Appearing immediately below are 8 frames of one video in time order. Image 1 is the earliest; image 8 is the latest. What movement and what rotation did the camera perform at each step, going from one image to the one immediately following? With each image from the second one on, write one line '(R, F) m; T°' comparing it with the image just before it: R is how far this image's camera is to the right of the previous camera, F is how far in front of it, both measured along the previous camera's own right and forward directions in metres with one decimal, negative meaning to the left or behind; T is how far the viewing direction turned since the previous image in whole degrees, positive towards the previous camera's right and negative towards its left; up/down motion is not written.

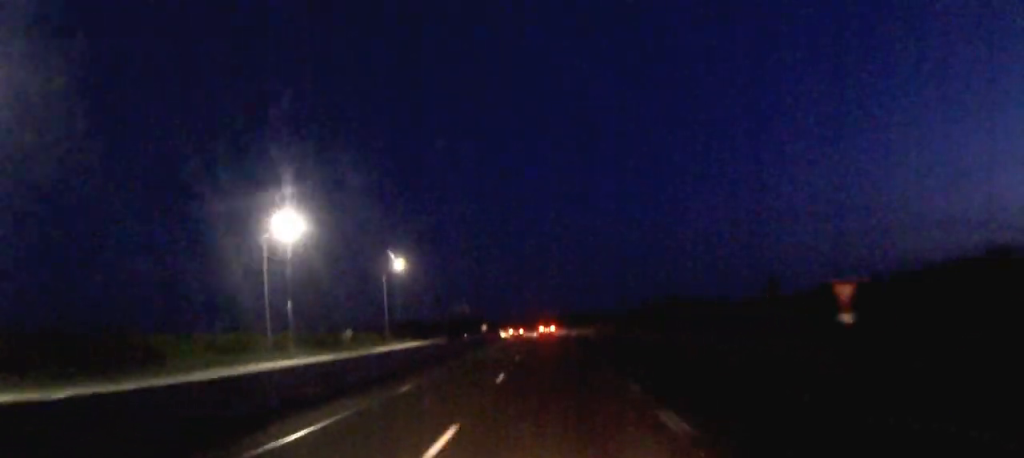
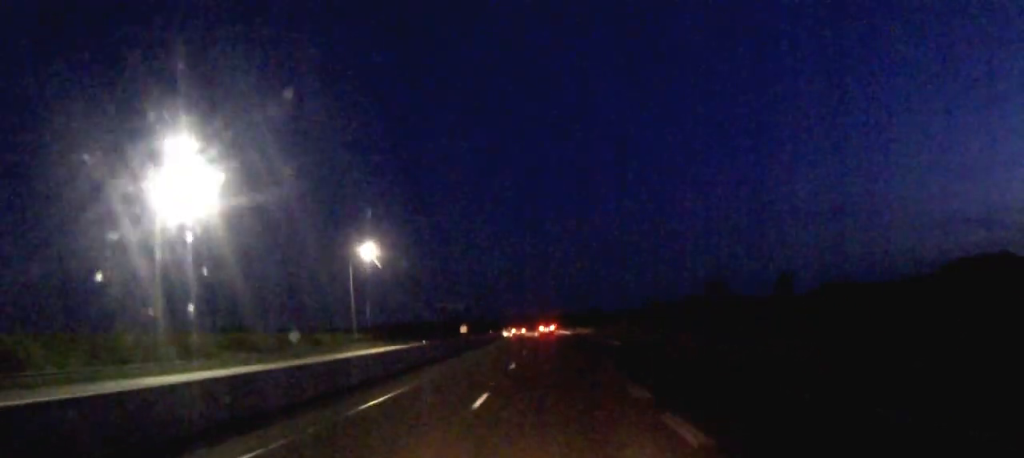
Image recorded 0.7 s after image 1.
(0.0, +20.5) m; 0°
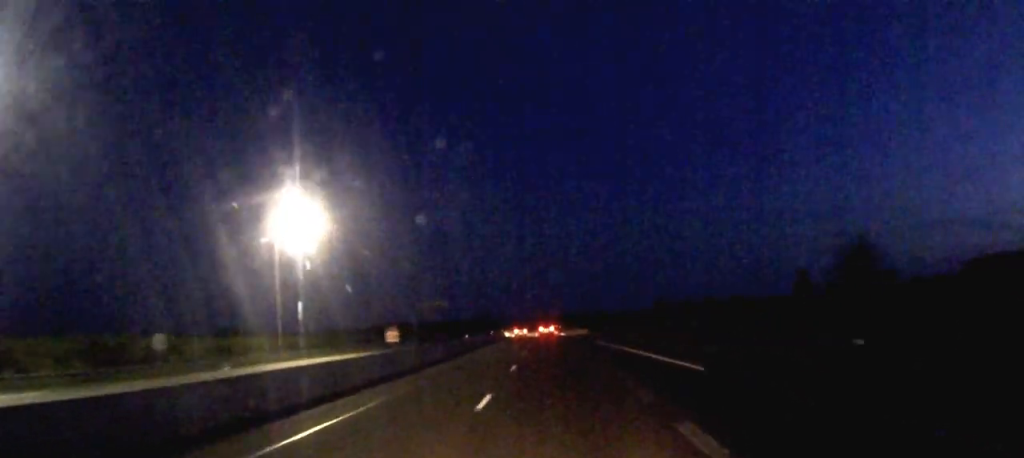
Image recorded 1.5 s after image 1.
(0.0, +27.0) m; 0°
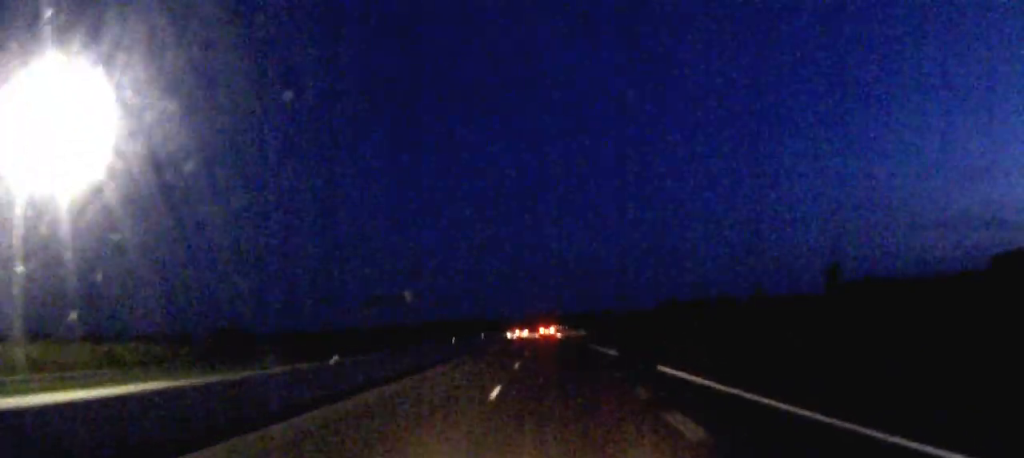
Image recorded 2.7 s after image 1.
(-0.2, +37.1) m; 0°
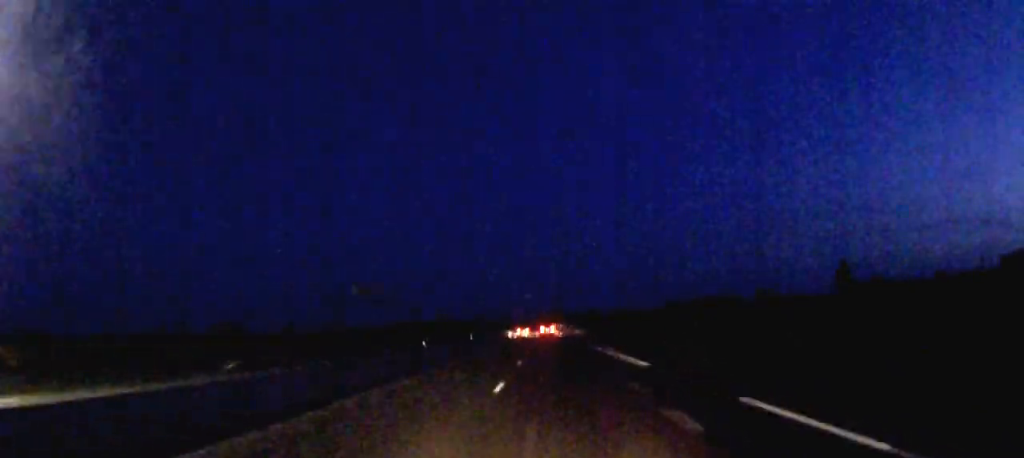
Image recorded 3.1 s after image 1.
(0.0, +12.1) m; 0°
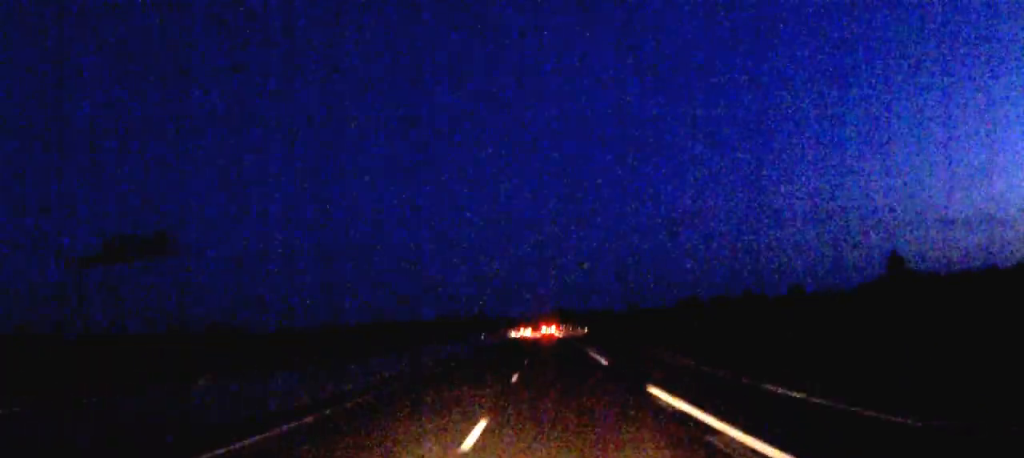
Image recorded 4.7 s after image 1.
(-0.2, +46.3) m; 0°
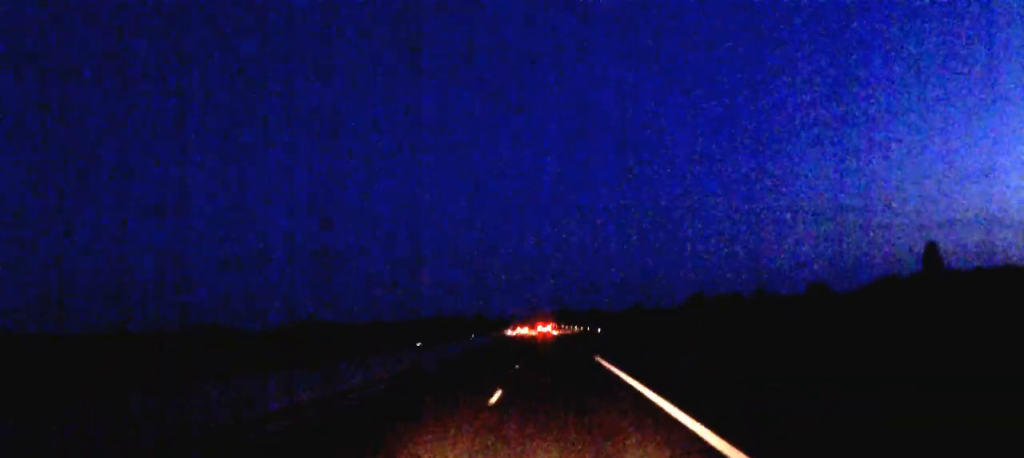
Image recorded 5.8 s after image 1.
(-0.1, +32.9) m; 0°
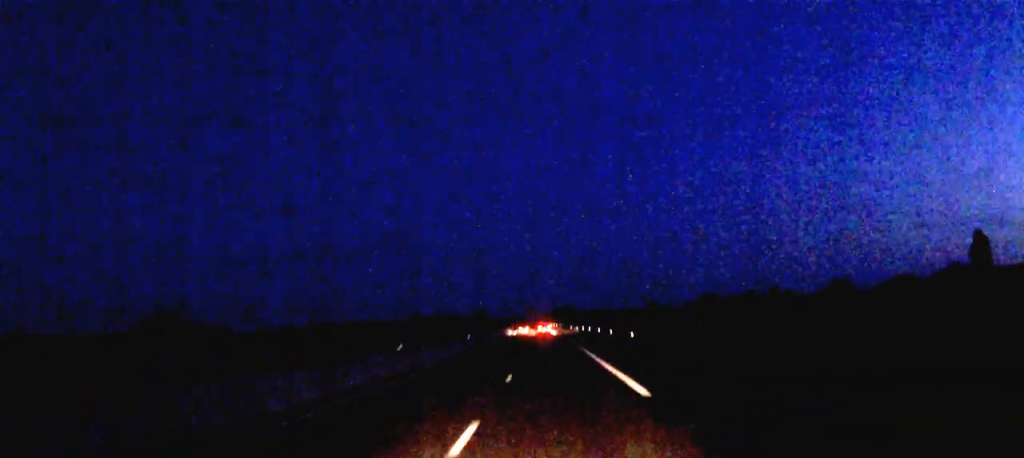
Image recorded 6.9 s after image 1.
(-0.1, +32.2) m; 0°
